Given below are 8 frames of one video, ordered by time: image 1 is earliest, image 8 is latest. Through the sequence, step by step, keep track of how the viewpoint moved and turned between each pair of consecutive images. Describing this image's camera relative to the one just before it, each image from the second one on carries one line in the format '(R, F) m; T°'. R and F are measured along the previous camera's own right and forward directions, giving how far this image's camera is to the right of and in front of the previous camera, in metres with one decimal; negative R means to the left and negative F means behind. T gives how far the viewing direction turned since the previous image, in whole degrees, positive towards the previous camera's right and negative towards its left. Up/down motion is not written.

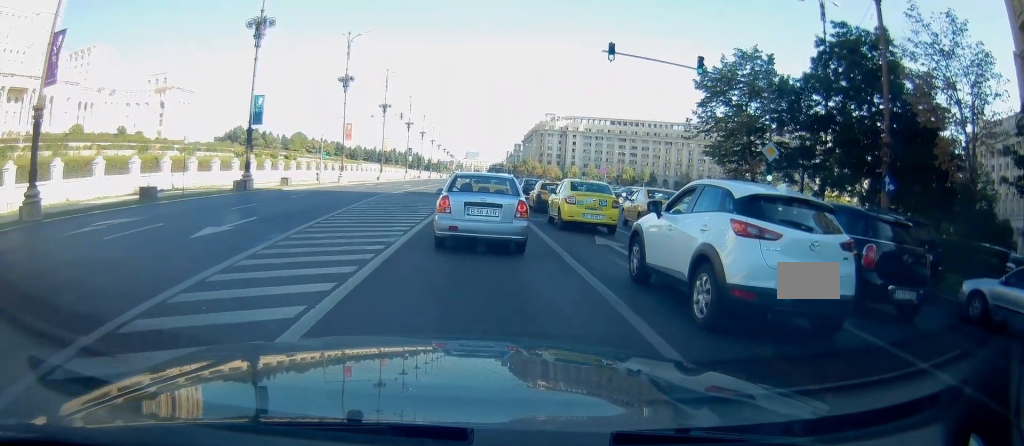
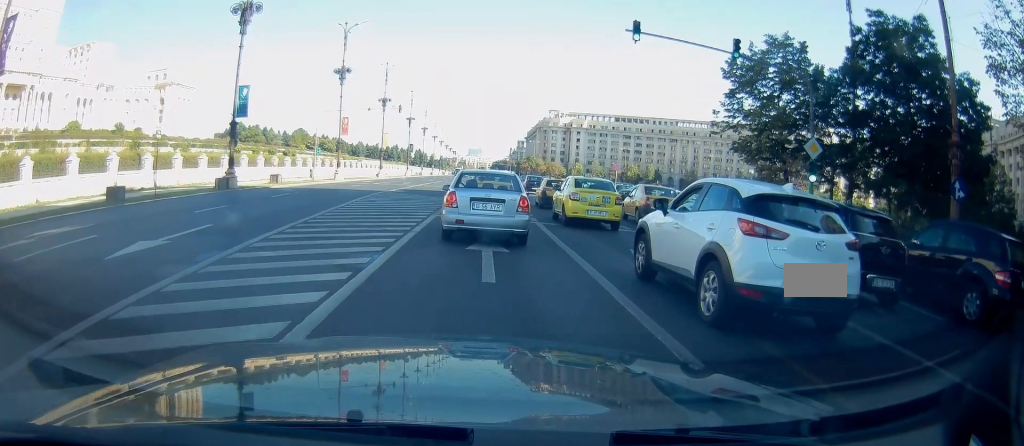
(+0.1, +2.8) m; +3°
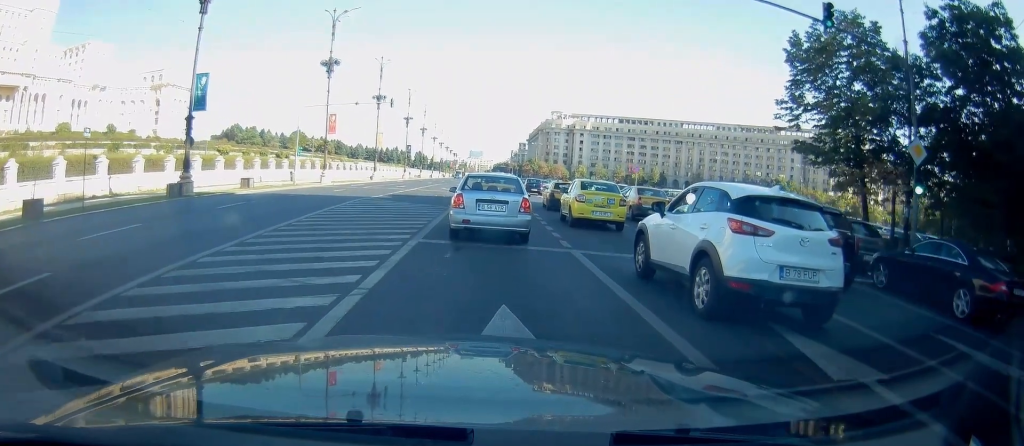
(+0.4, +5.7) m; +6°
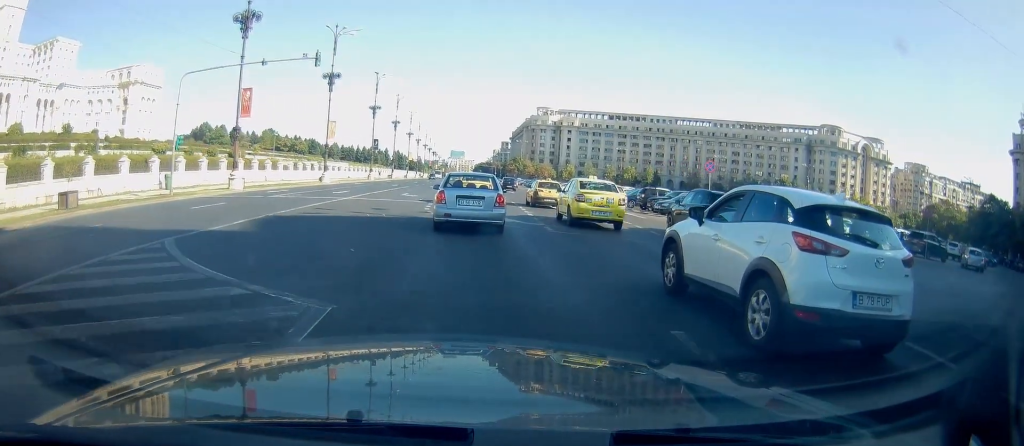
(+1.2, +17.4) m; +6°
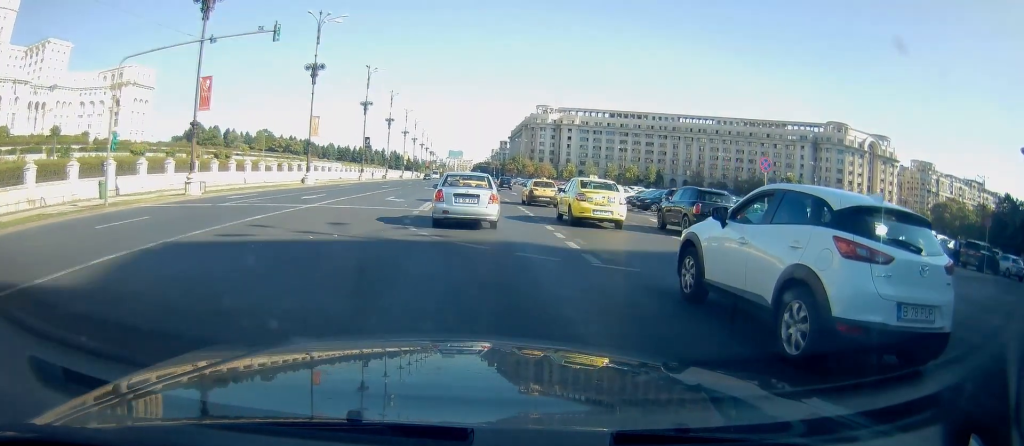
(0.0, +6.0) m; +1°
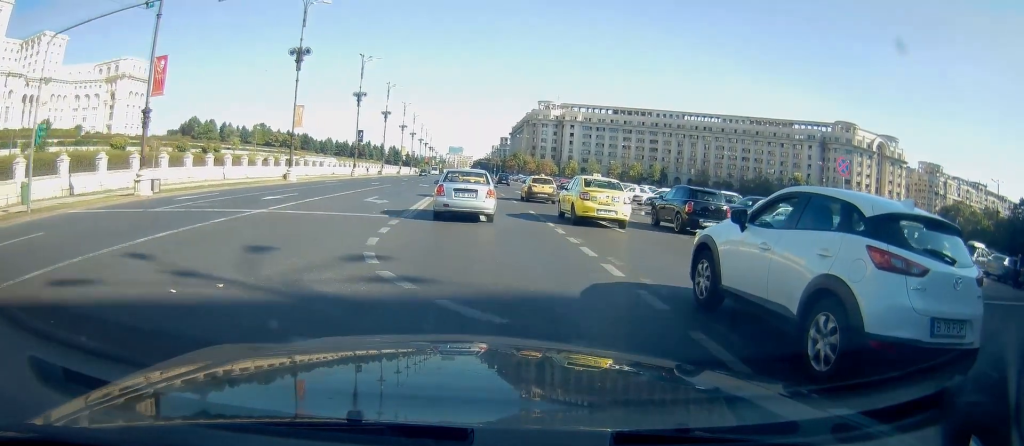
(+0.1, +5.3) m; +1°
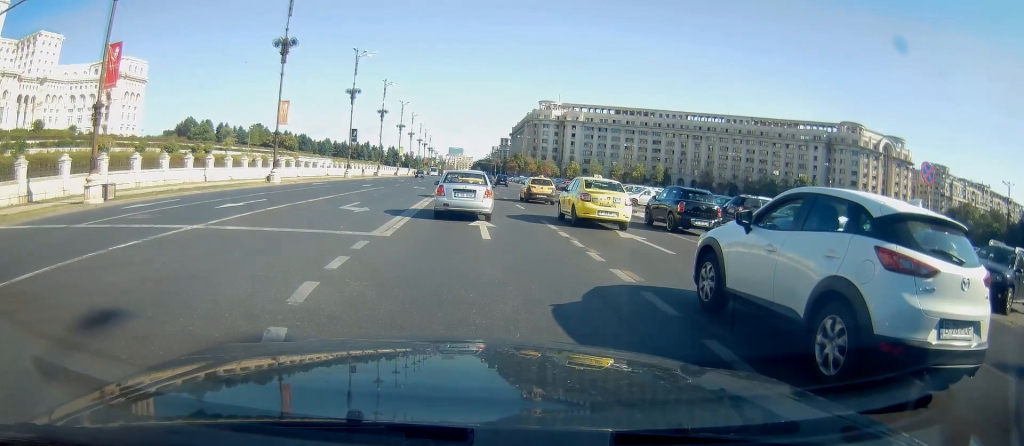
(+0.1, +4.2) m; 0°
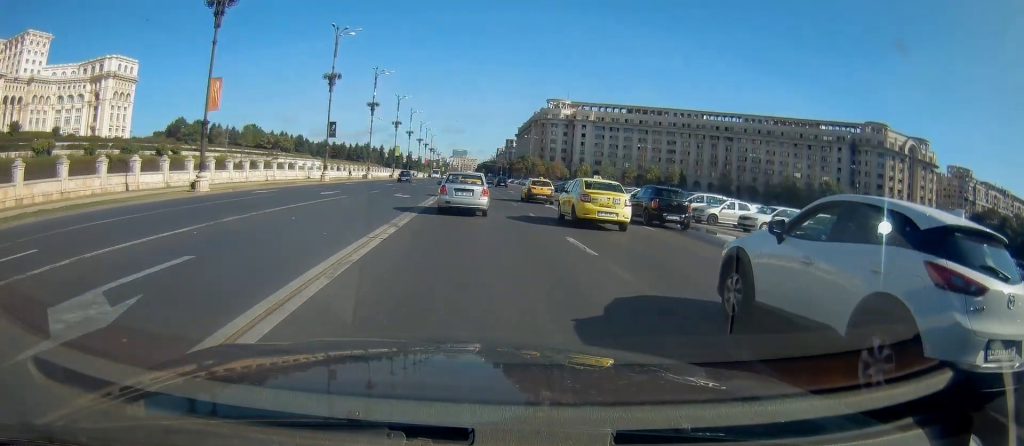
(-0.2, +14.0) m; -2°
